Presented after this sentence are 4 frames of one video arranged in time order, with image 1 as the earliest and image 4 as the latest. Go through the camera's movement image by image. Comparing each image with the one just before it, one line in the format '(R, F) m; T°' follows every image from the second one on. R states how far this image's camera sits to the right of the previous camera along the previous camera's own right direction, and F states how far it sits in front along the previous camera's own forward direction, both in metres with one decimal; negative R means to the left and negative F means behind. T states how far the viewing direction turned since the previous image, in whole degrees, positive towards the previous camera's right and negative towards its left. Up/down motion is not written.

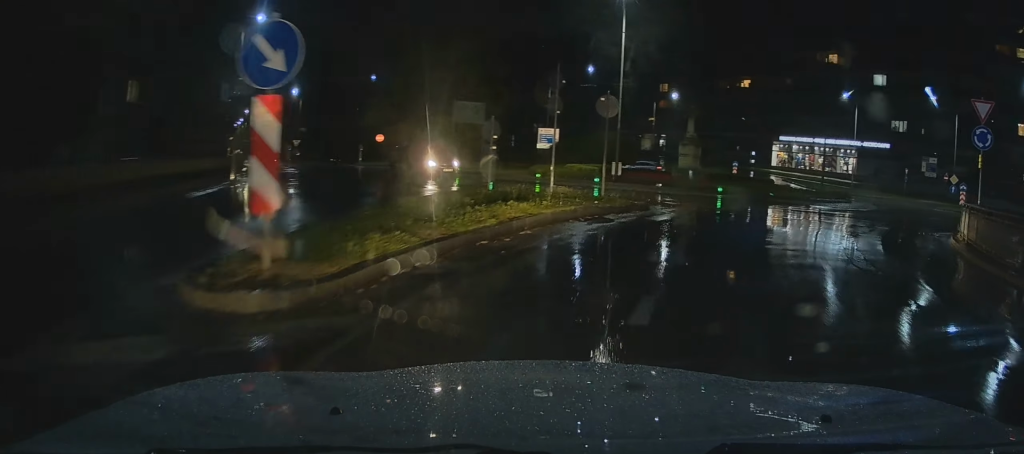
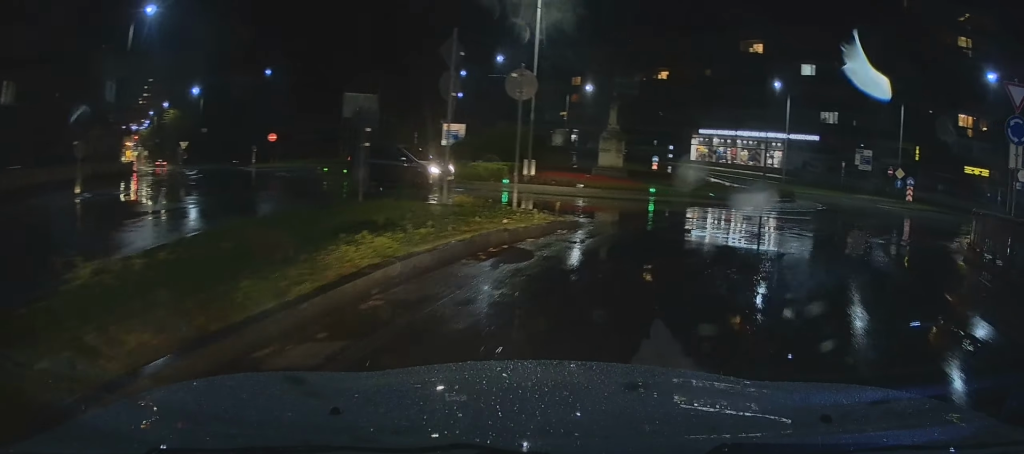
(+0.2, +4.4) m; +7°
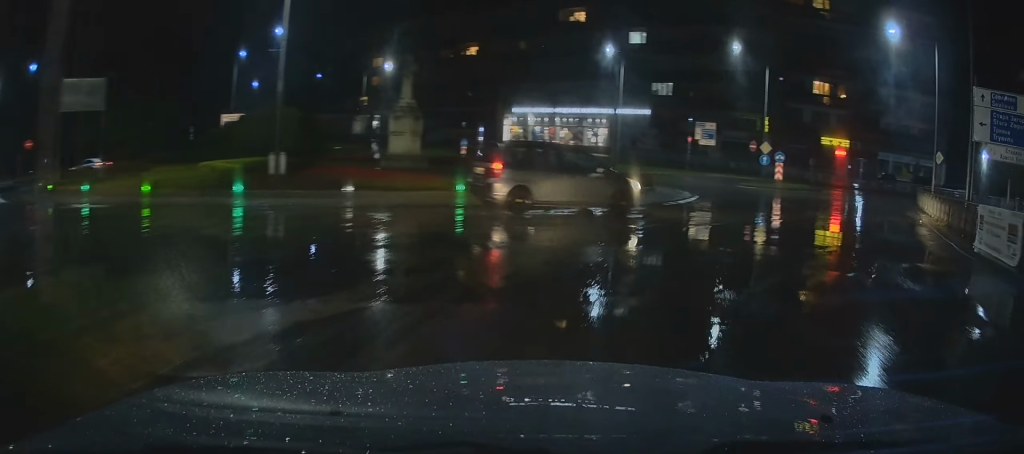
(+1.2, +8.3) m; +16°
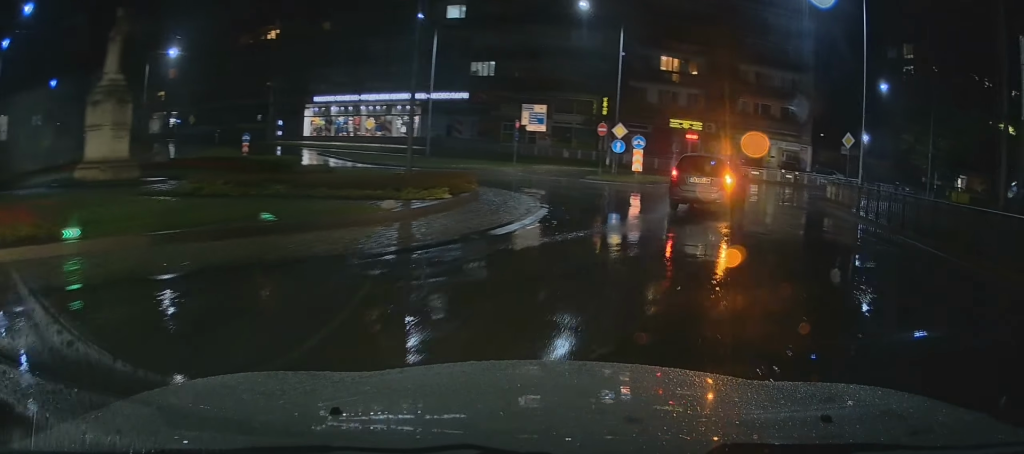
(+1.7, +9.2) m; +19°
